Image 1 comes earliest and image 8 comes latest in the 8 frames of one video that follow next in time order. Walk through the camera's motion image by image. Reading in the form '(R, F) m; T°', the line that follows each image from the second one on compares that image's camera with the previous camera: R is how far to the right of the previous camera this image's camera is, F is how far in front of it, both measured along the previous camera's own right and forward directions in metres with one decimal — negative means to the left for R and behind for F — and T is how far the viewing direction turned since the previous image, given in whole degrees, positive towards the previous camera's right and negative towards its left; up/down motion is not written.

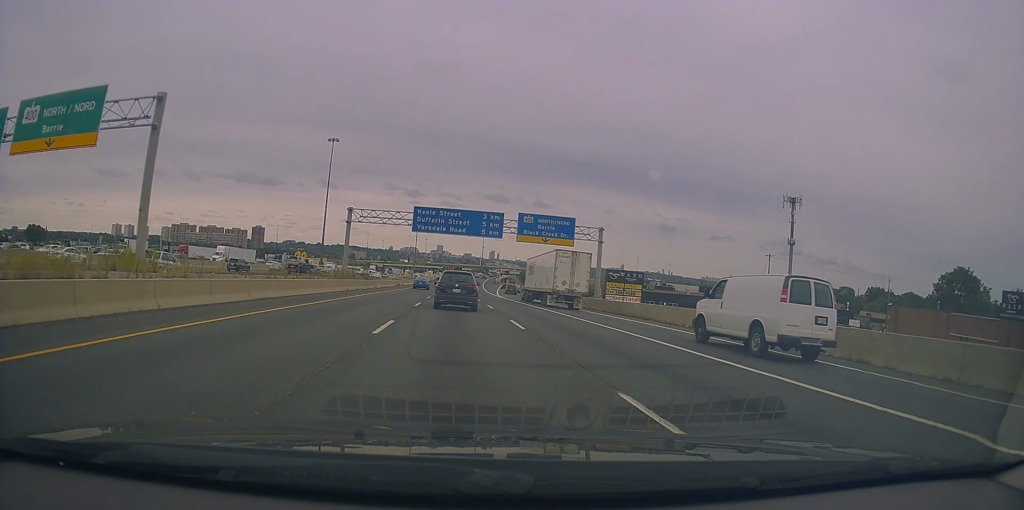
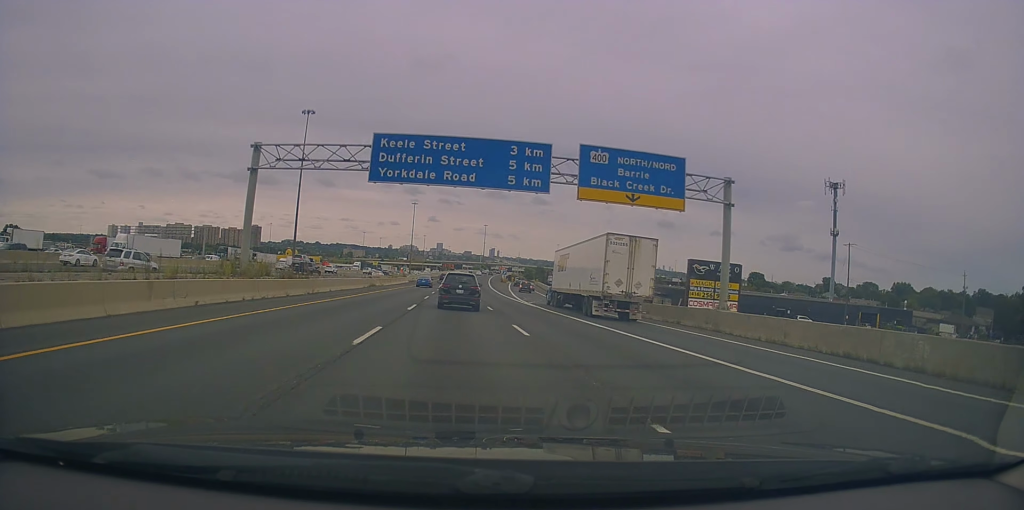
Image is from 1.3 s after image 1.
(+0.1, +26.9) m; 0°
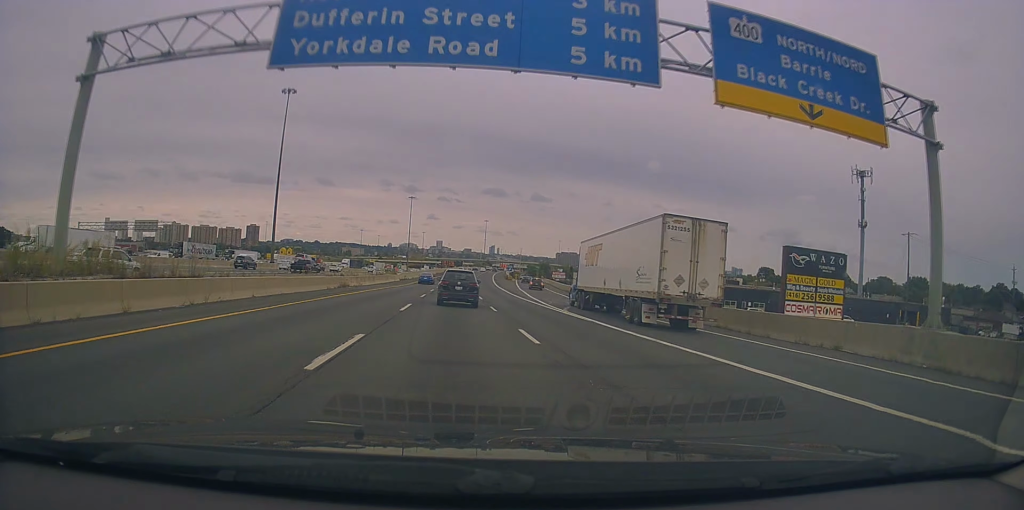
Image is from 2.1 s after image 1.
(+0.1, +15.1) m; -1°
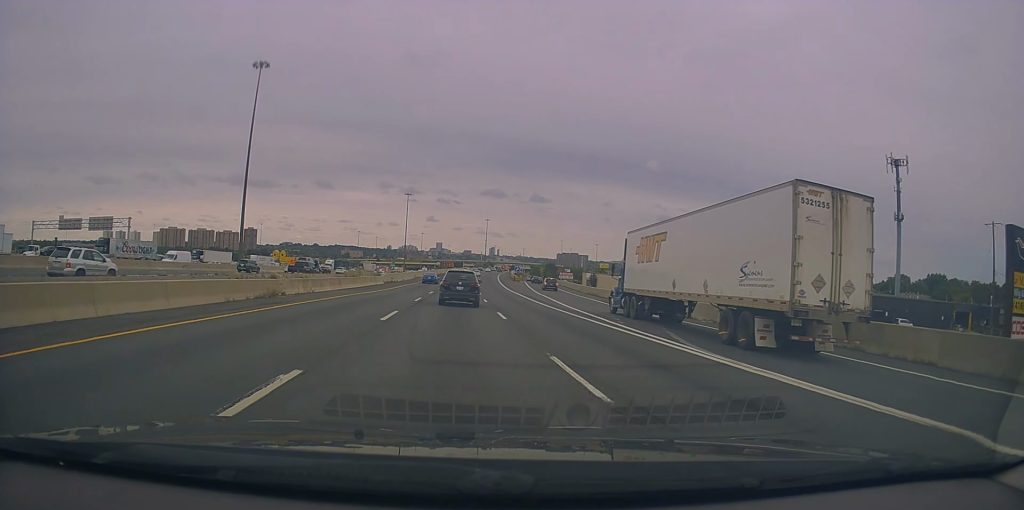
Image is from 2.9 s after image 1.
(-0.2, +17.5) m; -1°
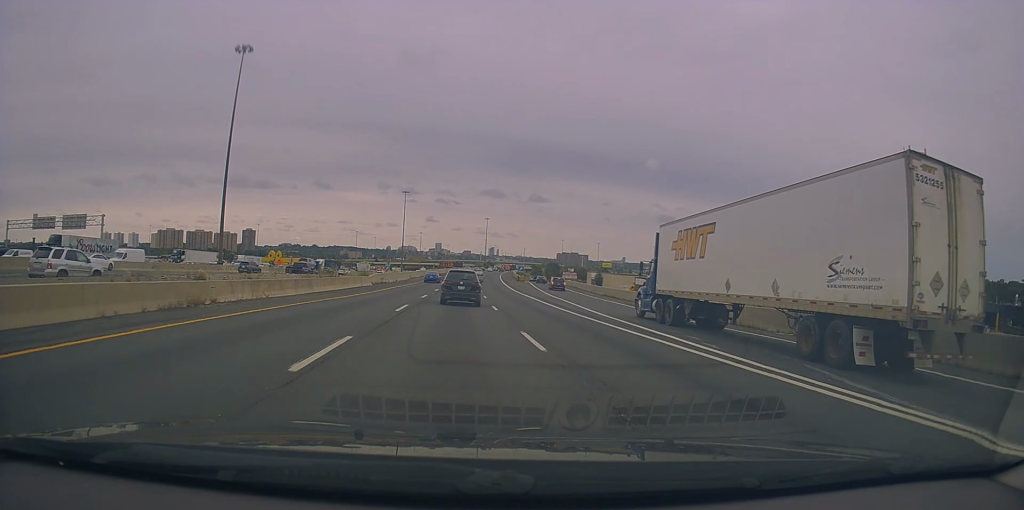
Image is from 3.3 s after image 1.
(-0.1, +8.5) m; 0°
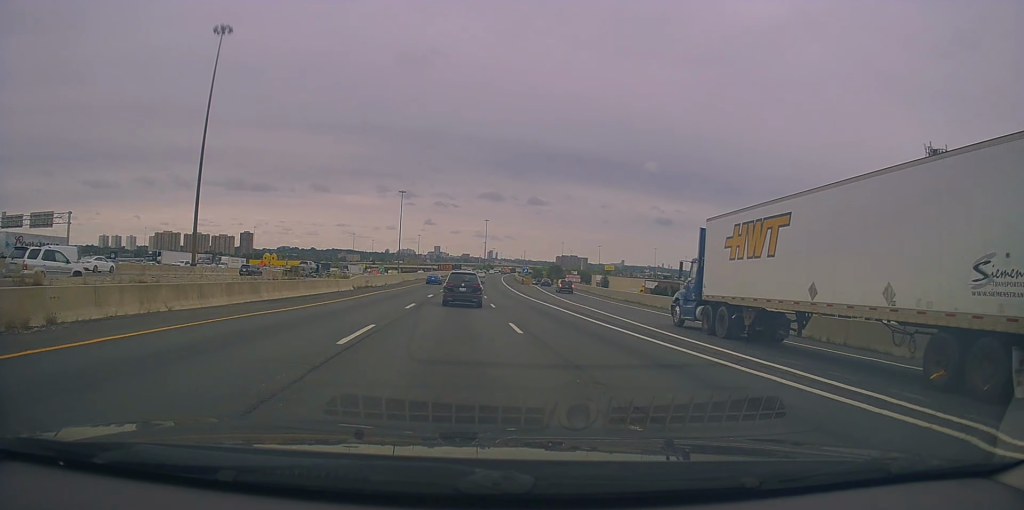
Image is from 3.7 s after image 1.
(0.0, +9.4) m; +1°
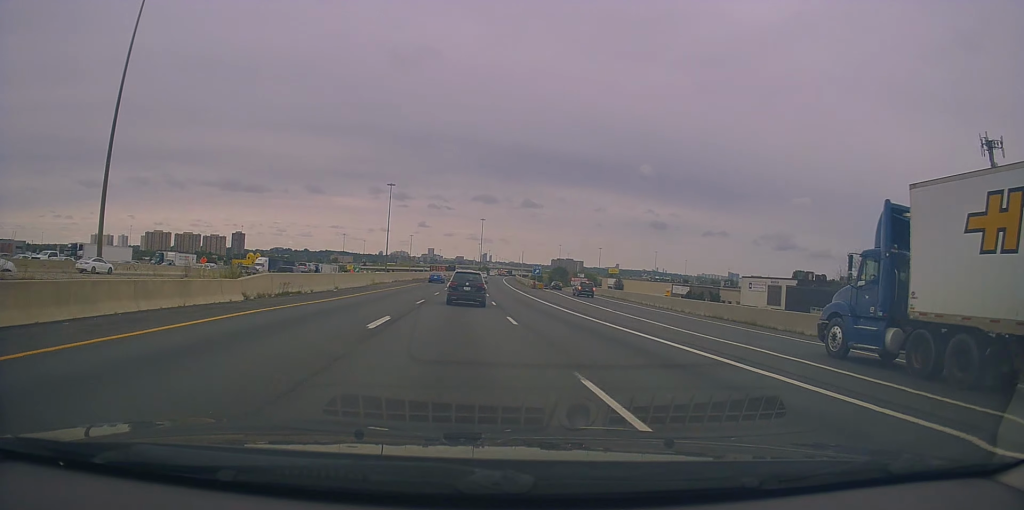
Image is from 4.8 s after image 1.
(+0.3, +22.8) m; +2°
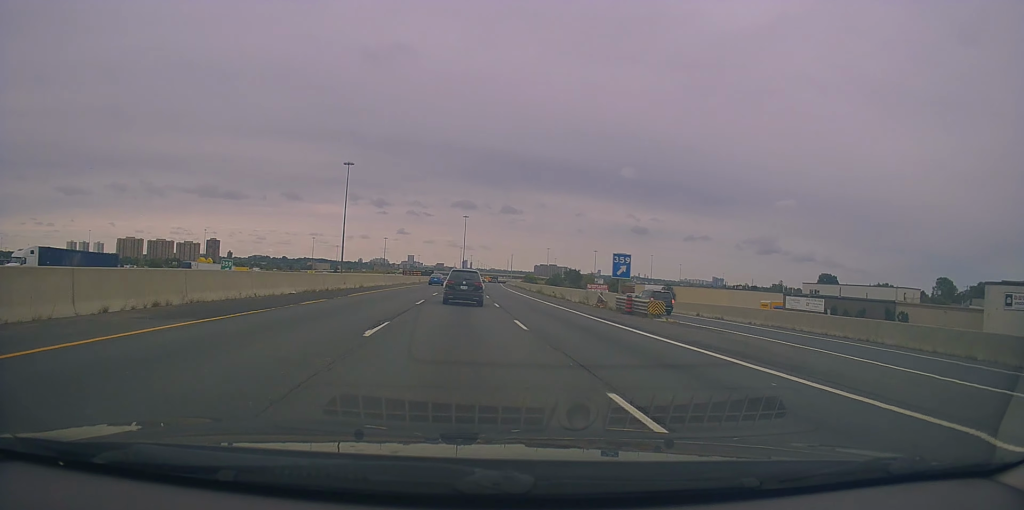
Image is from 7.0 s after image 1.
(+1.7, +51.2) m; +1°
